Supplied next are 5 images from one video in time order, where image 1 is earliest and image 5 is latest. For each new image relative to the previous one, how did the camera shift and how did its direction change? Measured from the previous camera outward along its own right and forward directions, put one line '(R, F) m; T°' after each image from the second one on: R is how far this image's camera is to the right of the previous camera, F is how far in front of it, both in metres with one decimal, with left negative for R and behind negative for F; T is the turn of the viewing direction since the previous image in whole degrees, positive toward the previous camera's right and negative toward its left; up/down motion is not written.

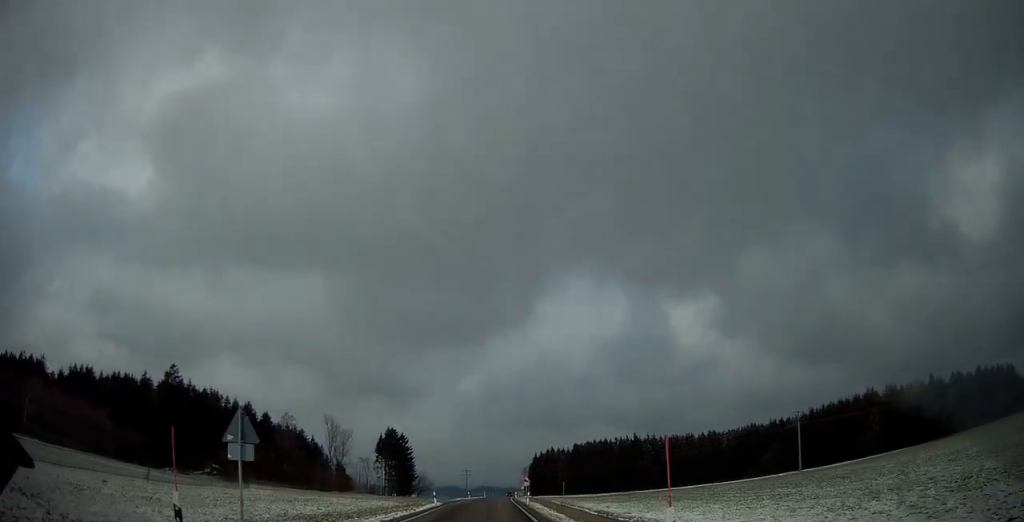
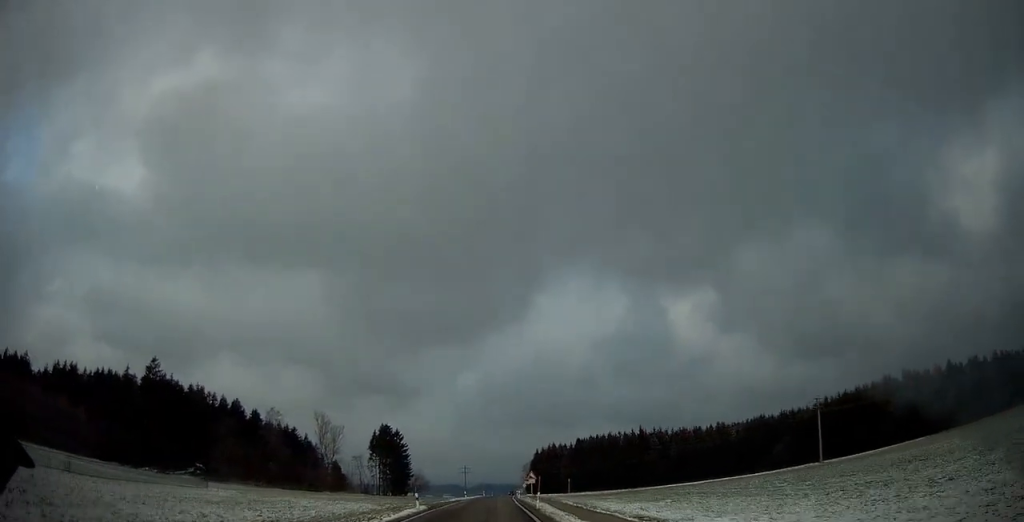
(0.0, +9.1) m; 0°
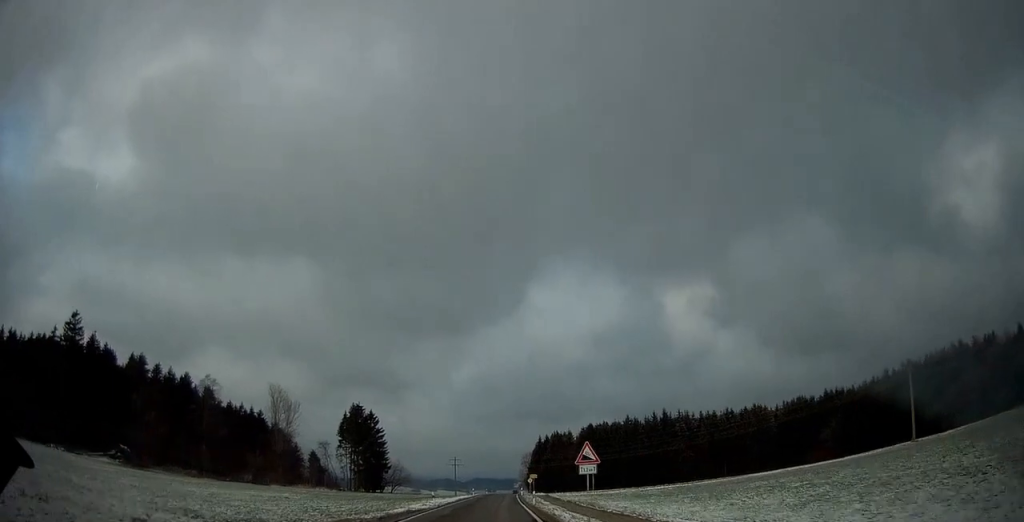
(0.0, +32.1) m; 0°
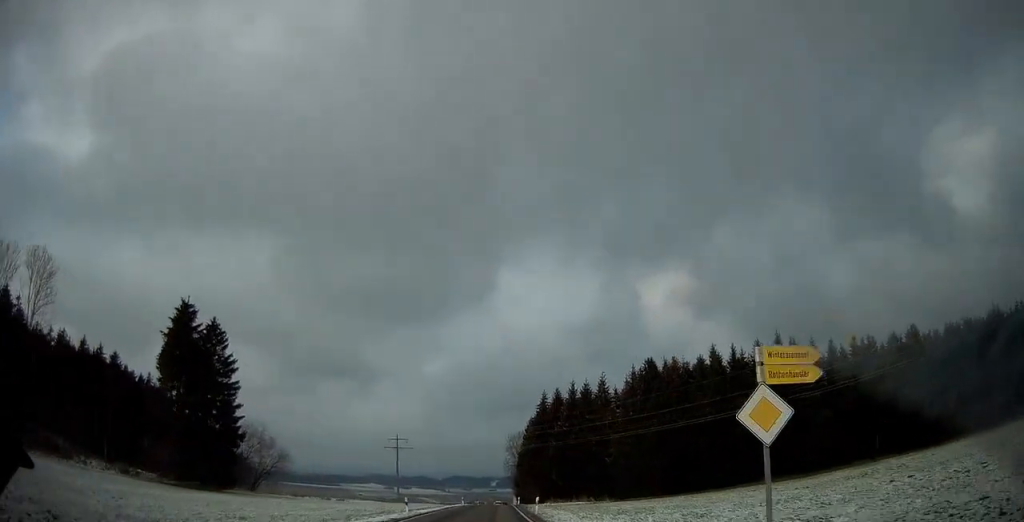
(+1.2, +80.4) m; +3°
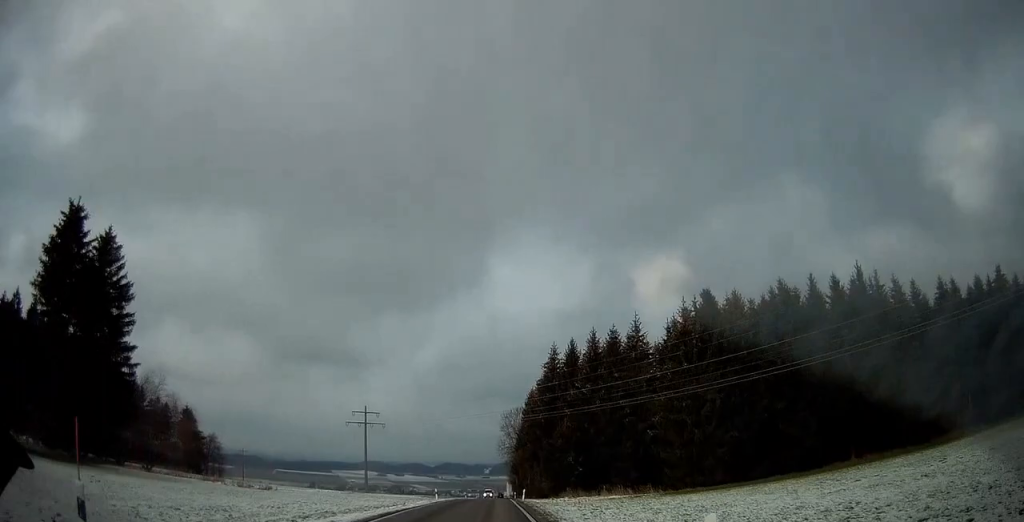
(+0.6, +24.9) m; +1°
